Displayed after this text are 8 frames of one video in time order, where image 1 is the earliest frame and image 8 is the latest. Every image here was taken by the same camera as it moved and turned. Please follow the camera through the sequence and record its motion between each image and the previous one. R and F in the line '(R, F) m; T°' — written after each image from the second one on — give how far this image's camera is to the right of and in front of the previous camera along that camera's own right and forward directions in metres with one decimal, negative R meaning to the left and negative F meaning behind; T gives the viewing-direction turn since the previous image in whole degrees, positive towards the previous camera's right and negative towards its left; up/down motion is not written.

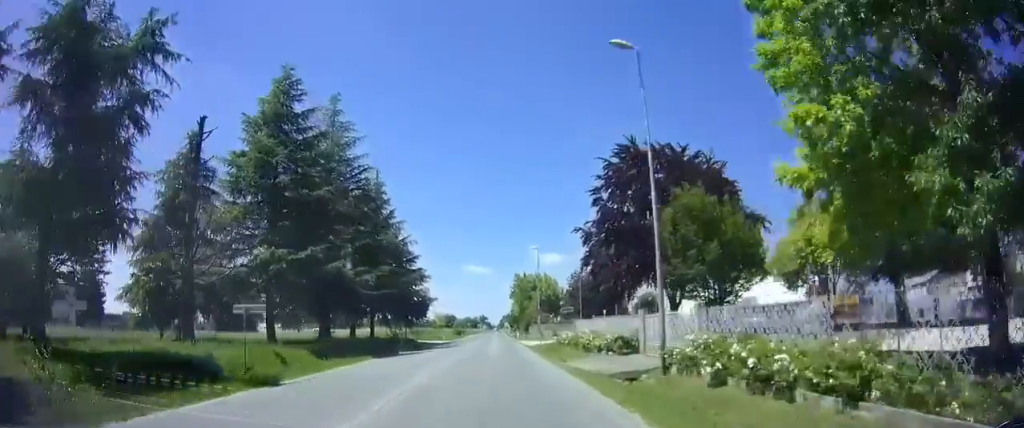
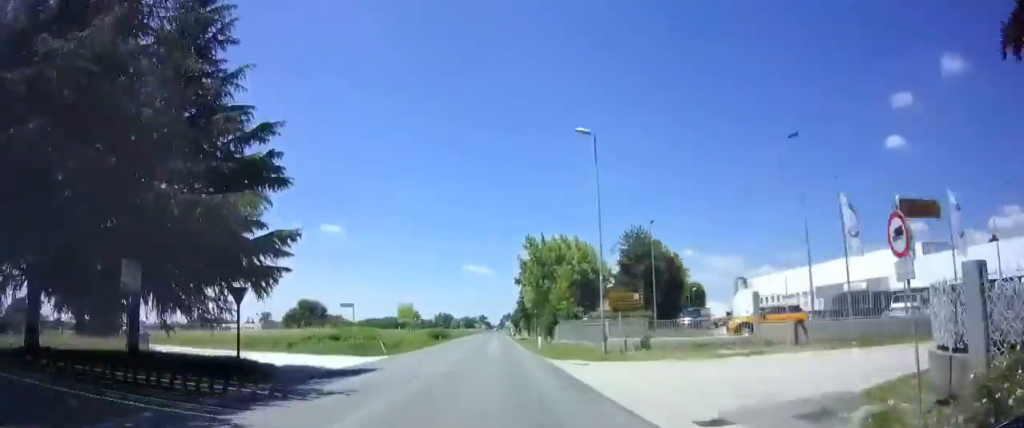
(-0.3, +35.4) m; -1°
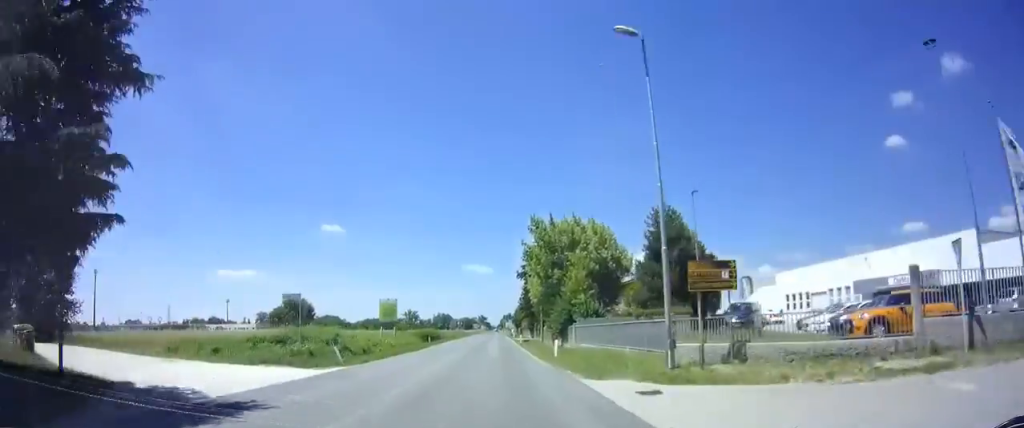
(-0.2, +8.8) m; 0°
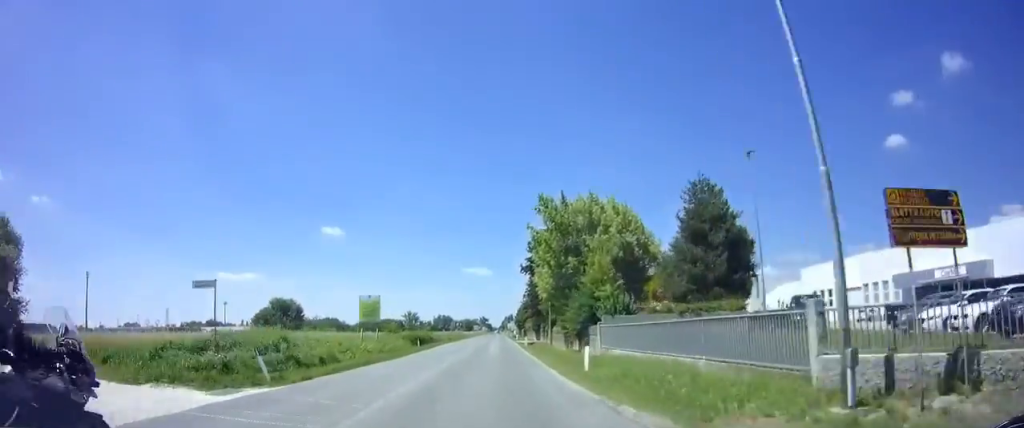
(-0.1, +7.6) m; 0°
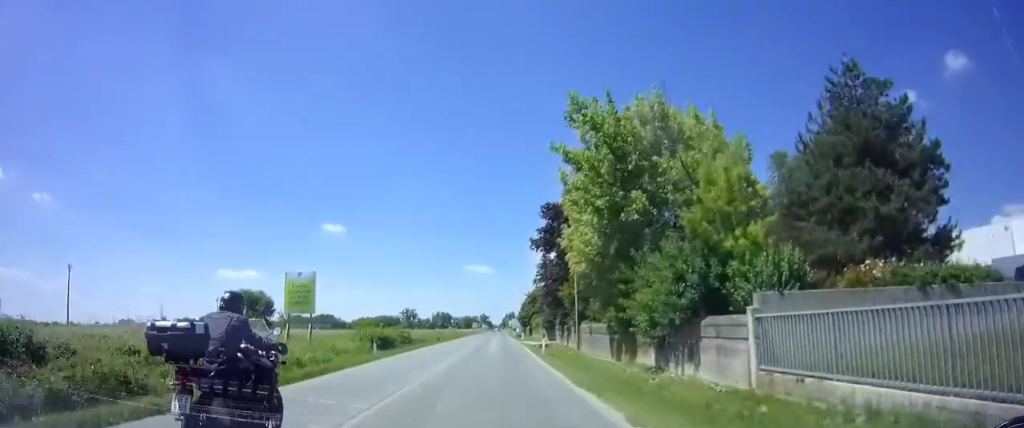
(+0.2, +15.1) m; +1°
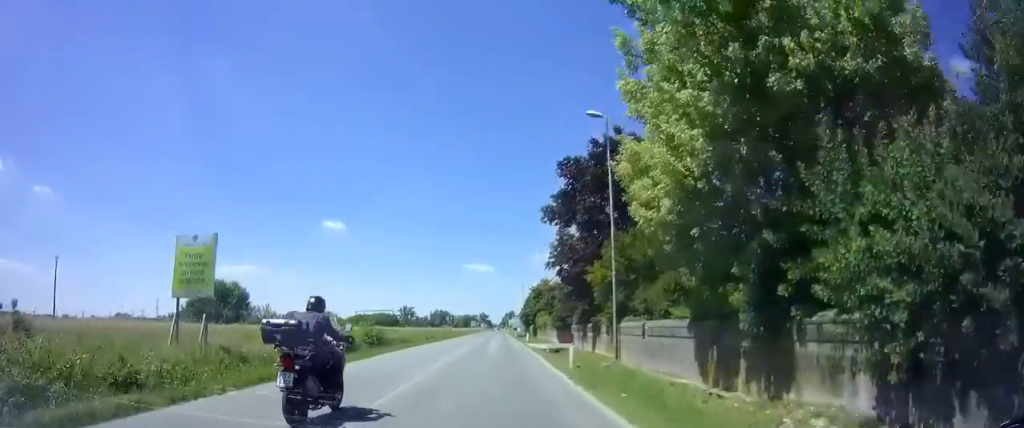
(+0.1, +10.0) m; 0°
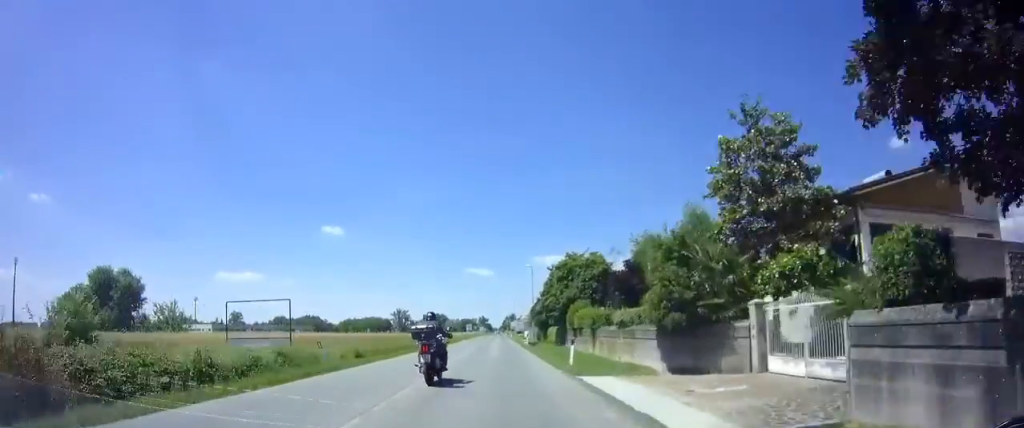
(-0.4, +28.6) m; -1°
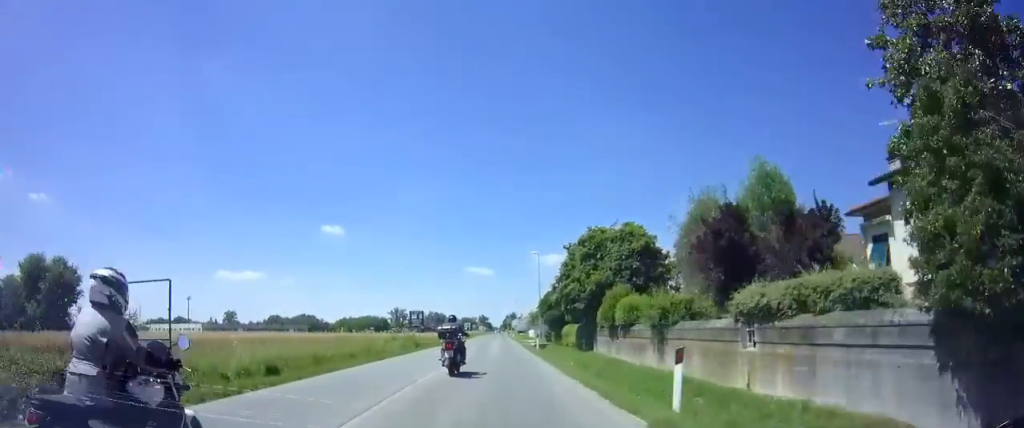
(+0.2, +11.2) m; 0°
